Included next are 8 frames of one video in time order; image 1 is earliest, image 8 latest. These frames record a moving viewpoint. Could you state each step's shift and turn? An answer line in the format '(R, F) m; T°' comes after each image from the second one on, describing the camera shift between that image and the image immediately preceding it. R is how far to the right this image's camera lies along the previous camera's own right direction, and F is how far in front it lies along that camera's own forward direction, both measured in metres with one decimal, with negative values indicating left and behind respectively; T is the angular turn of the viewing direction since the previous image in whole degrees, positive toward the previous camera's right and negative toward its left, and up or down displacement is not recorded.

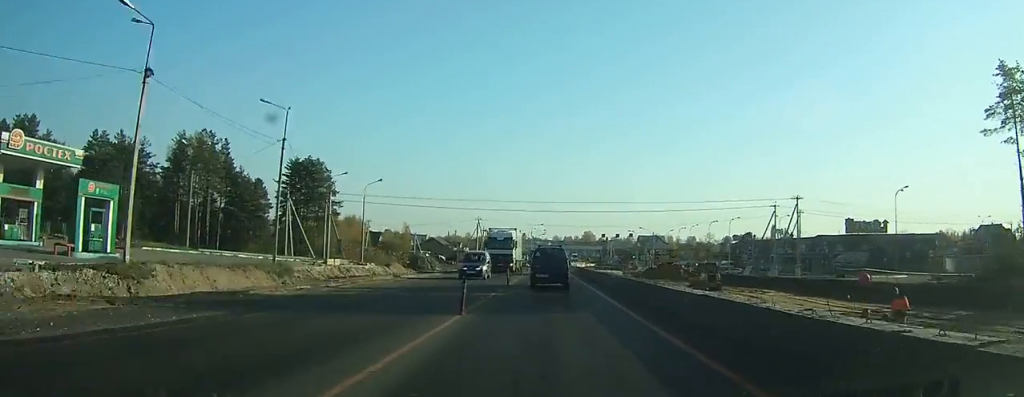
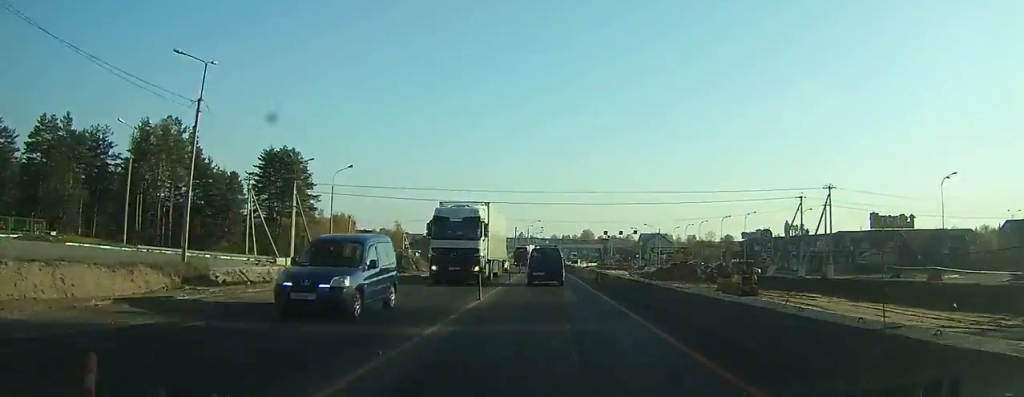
(0.0, +10.6) m; 0°
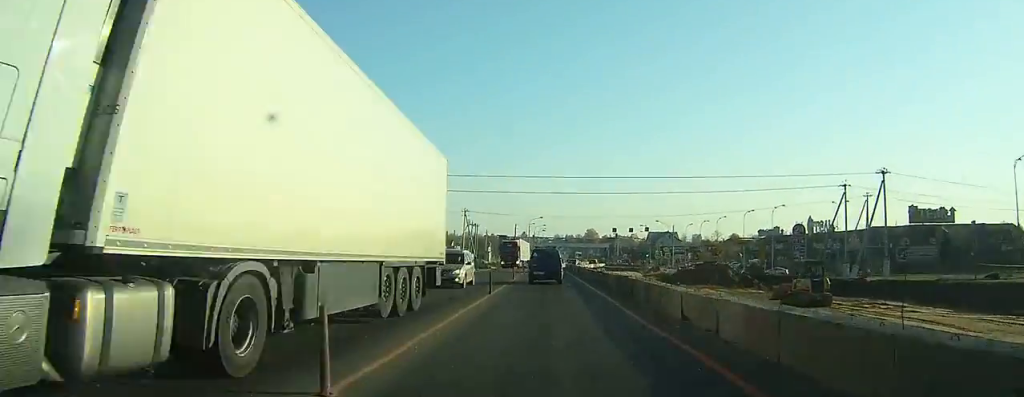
(0.0, +11.7) m; 0°
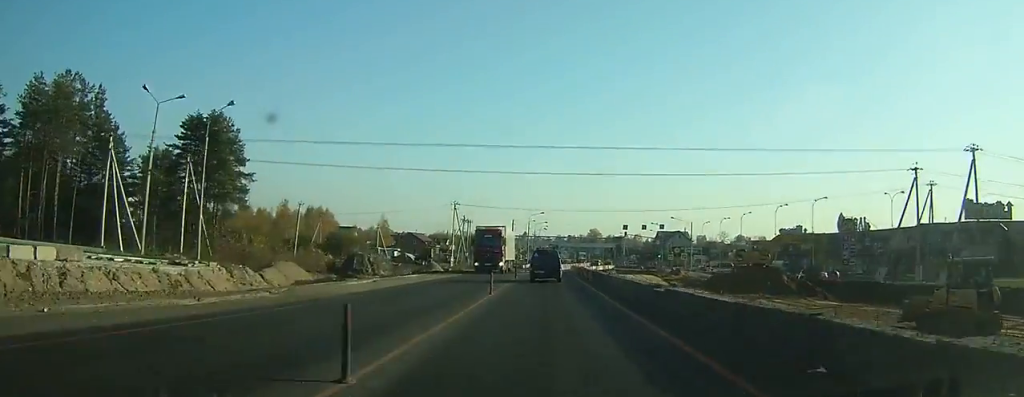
(0.0, +14.5) m; 0°
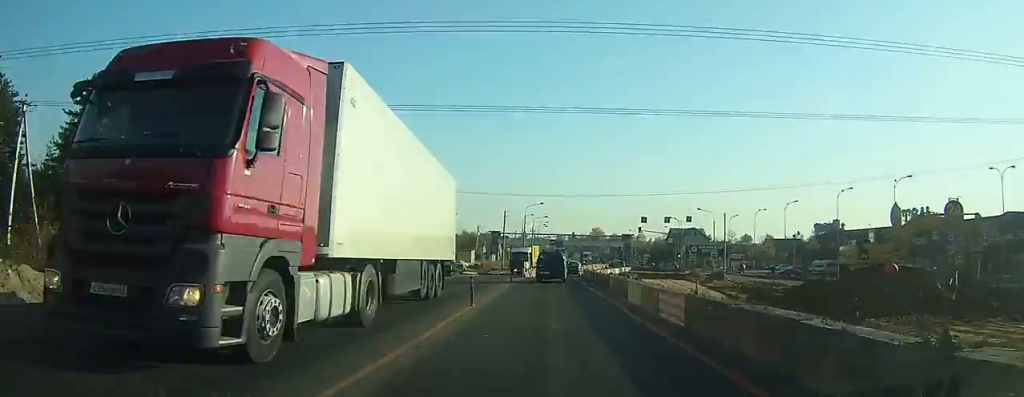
(0.0, +20.1) m; 0°
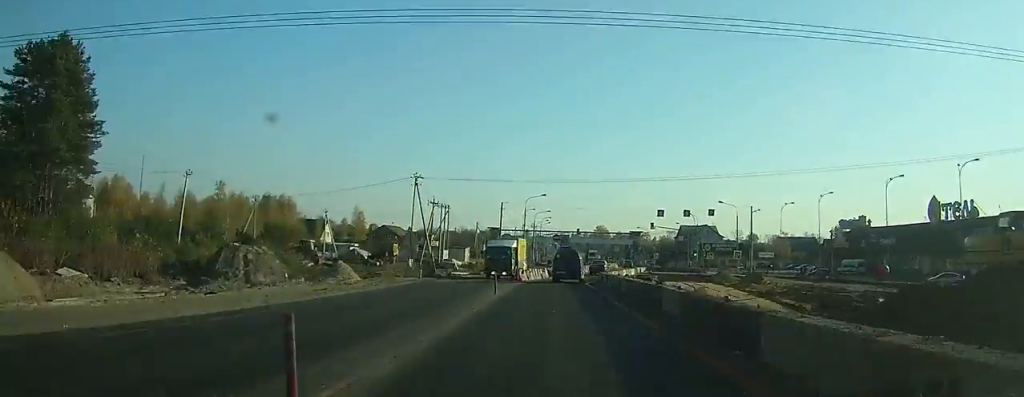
(0.0, +10.4) m; 0°
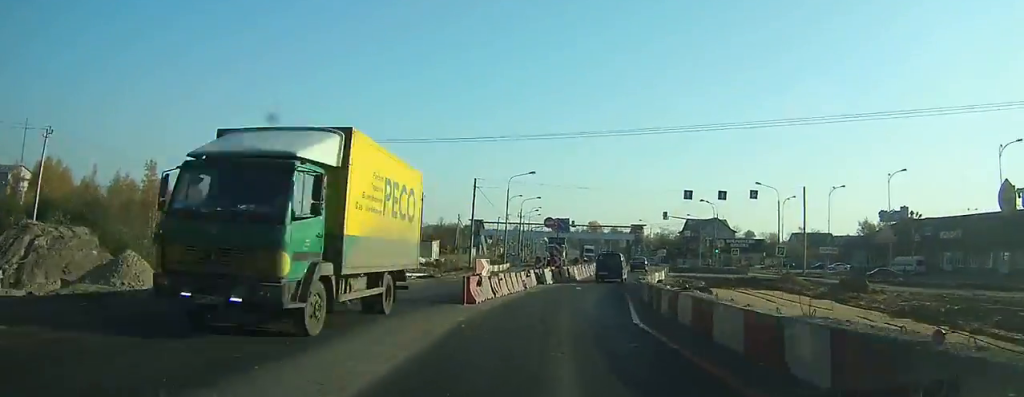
(0.0, +19.5) m; +2°
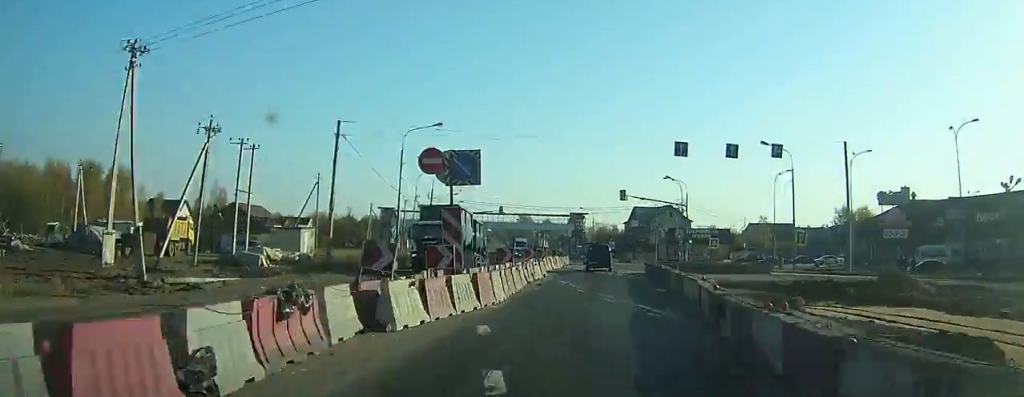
(+0.5, +23.4) m; +4°
